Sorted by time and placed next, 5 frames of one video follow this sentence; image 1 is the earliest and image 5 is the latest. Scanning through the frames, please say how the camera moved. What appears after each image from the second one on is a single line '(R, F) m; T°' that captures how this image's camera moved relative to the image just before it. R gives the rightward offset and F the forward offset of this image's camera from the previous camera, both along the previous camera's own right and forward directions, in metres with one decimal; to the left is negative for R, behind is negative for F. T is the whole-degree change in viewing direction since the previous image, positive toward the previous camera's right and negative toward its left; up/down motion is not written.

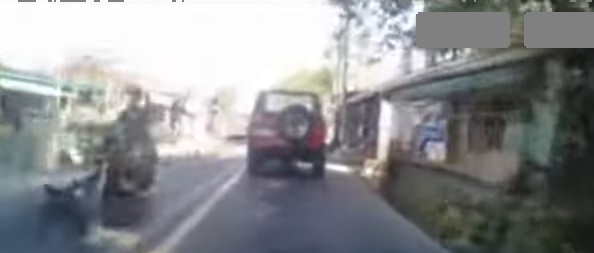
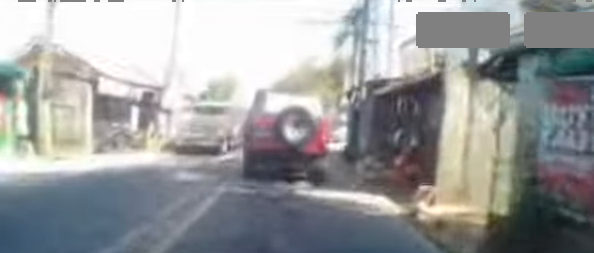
(+0.4, +2.9) m; 0°
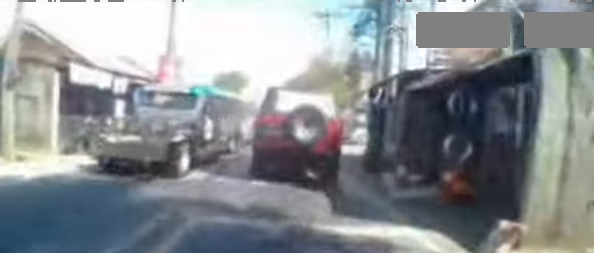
(-0.1, +1.5) m; -2°
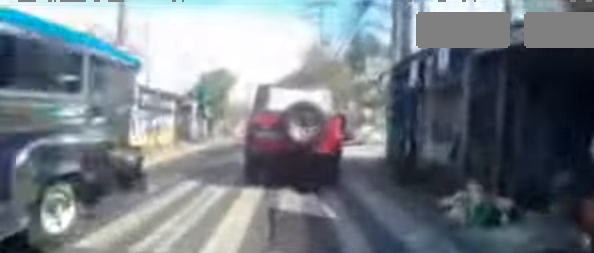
(-0.2, +2.4) m; -5°
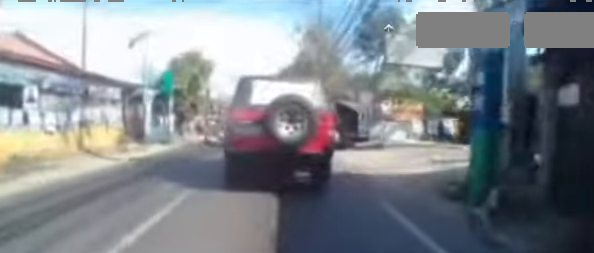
(0.0, +4.3) m; 0°
